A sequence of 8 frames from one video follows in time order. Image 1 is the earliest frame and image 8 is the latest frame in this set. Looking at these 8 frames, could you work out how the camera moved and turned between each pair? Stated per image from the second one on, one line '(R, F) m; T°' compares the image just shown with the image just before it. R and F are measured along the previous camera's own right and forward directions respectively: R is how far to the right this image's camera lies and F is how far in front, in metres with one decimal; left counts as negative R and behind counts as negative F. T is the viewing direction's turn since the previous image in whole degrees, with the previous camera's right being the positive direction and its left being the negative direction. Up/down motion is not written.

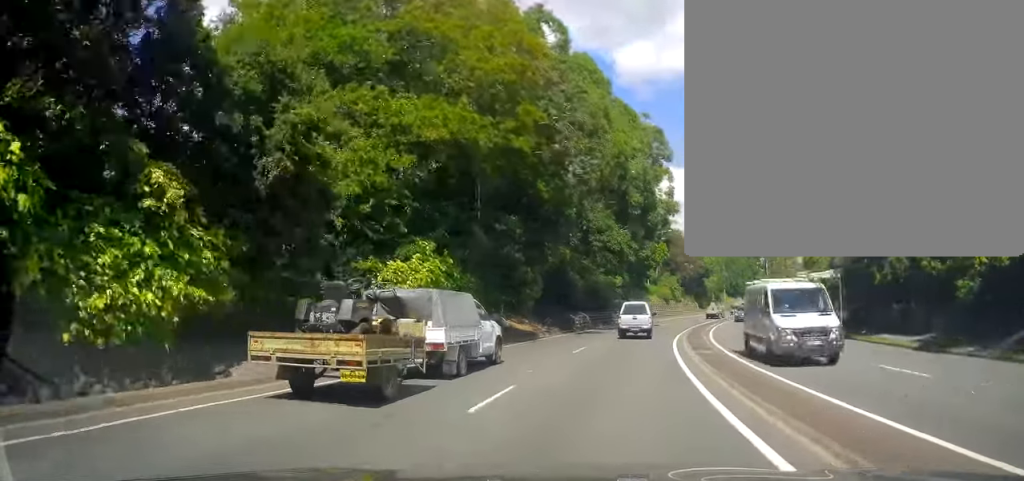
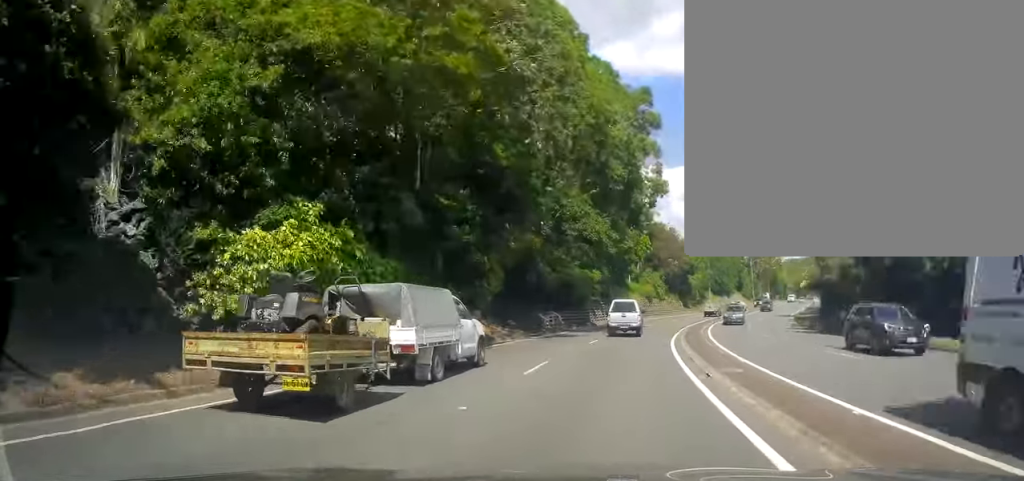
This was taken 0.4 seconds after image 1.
(+0.1, +7.3) m; +2°
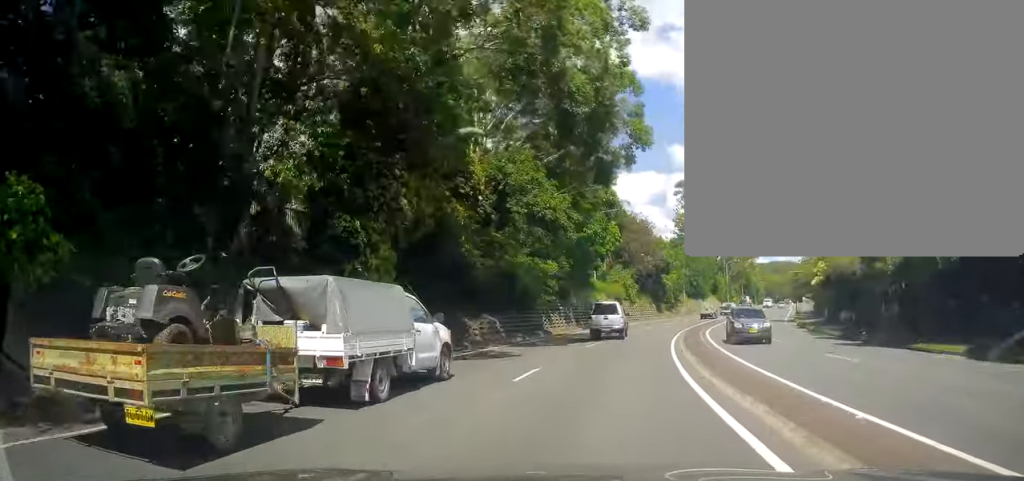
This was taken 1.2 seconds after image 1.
(-0.2, +12.3) m; +4°
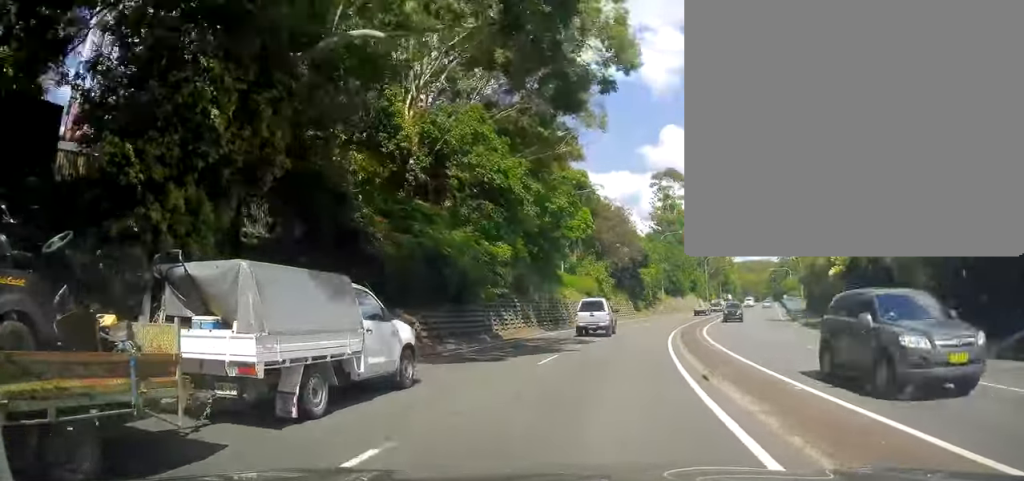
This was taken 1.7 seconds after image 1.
(+0.7, +9.1) m; +3°
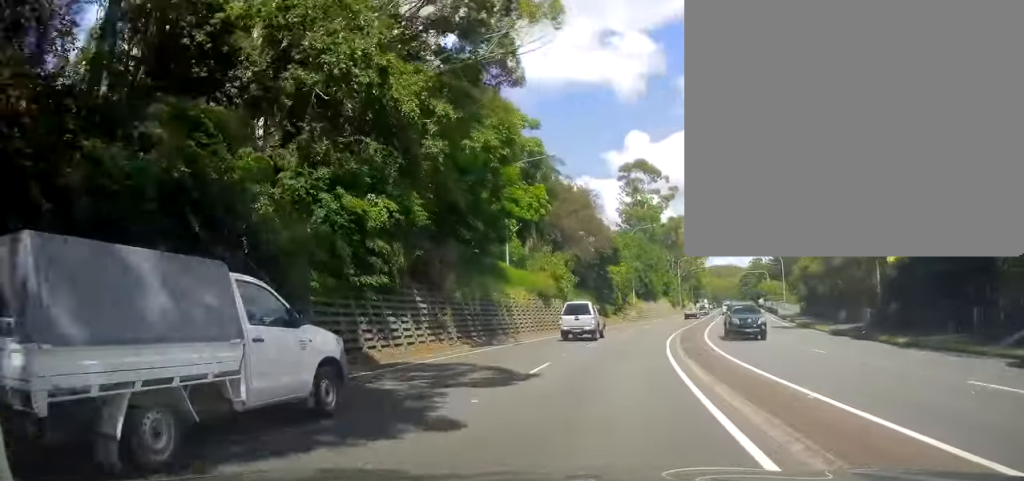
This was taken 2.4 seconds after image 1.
(+0.5, +12.6) m; +3°
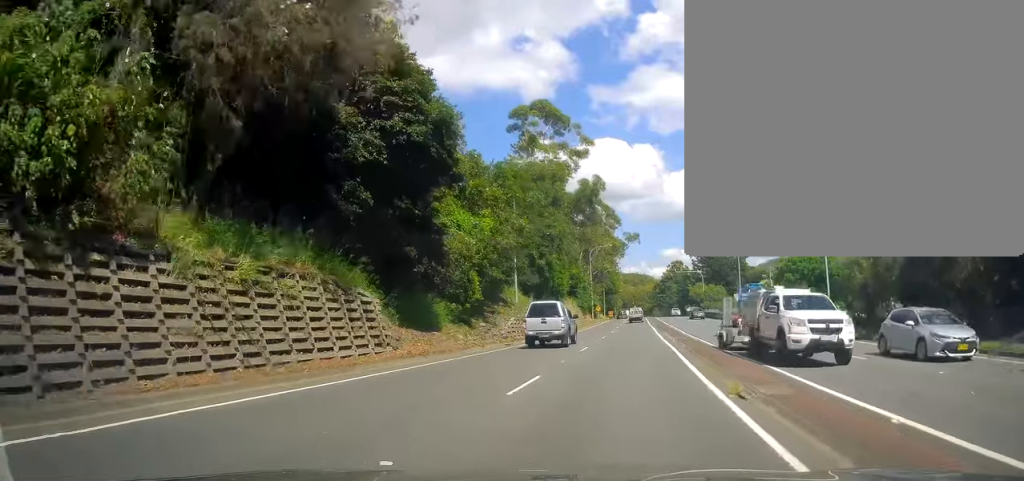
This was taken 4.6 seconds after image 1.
(+3.4, +38.0) m; +11°
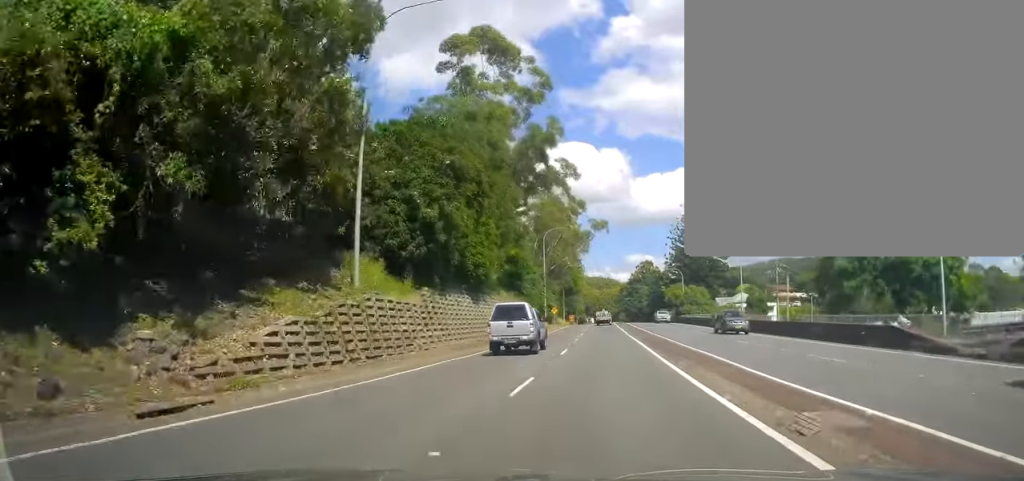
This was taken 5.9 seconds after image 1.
(+1.4, +23.7) m; +6°
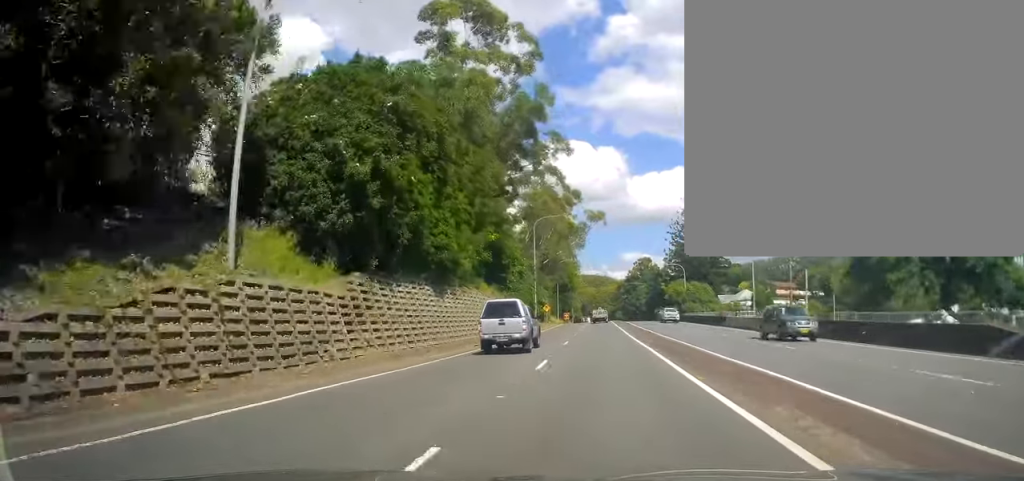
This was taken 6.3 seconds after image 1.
(+0.1, +7.5) m; +1°
